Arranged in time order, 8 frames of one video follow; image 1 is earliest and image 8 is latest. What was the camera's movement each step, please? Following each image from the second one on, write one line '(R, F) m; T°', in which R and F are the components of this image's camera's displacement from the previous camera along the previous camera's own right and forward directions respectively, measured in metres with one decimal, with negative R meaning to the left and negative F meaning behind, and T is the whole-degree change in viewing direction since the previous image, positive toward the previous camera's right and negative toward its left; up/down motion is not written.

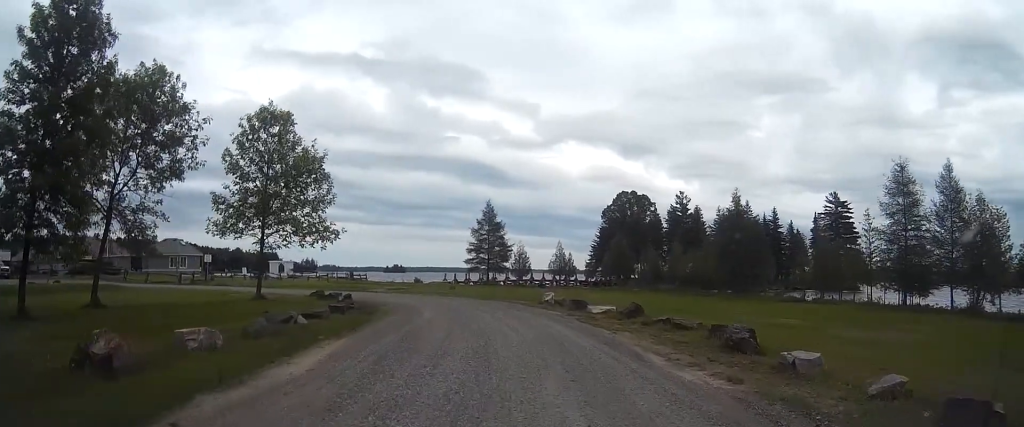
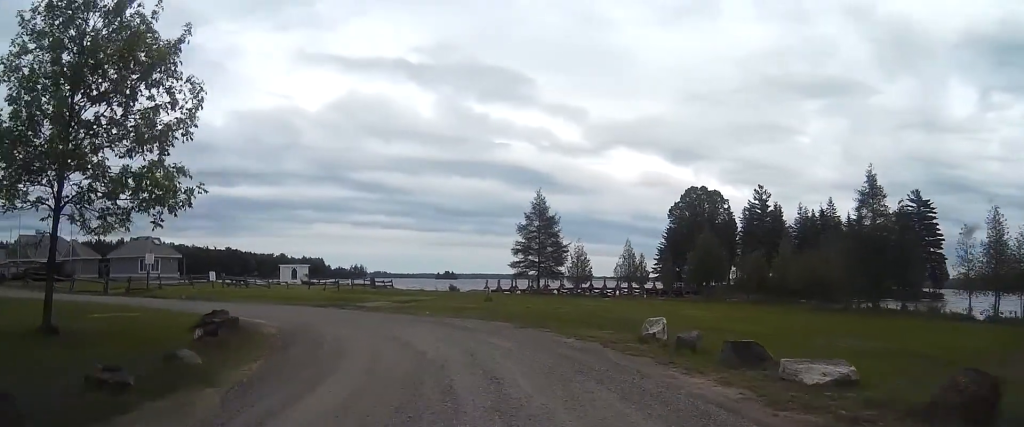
(-0.3, +17.5) m; -3°
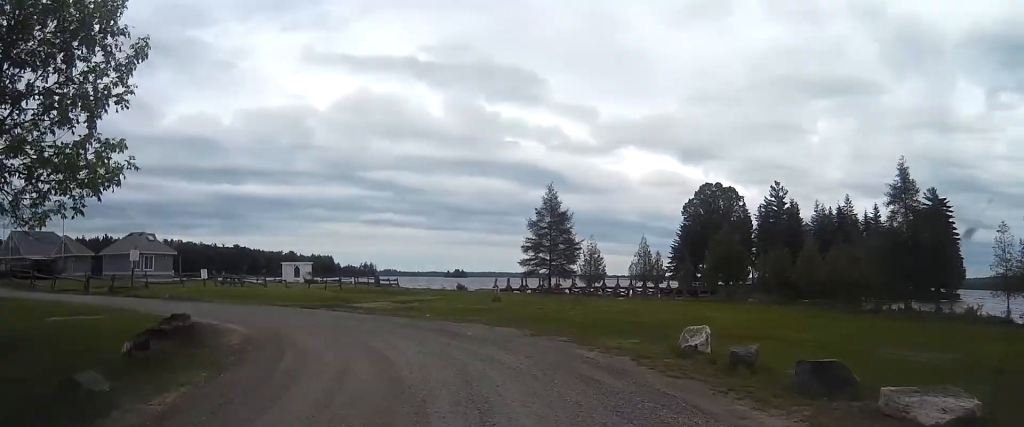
(0.0, +3.1) m; -1°
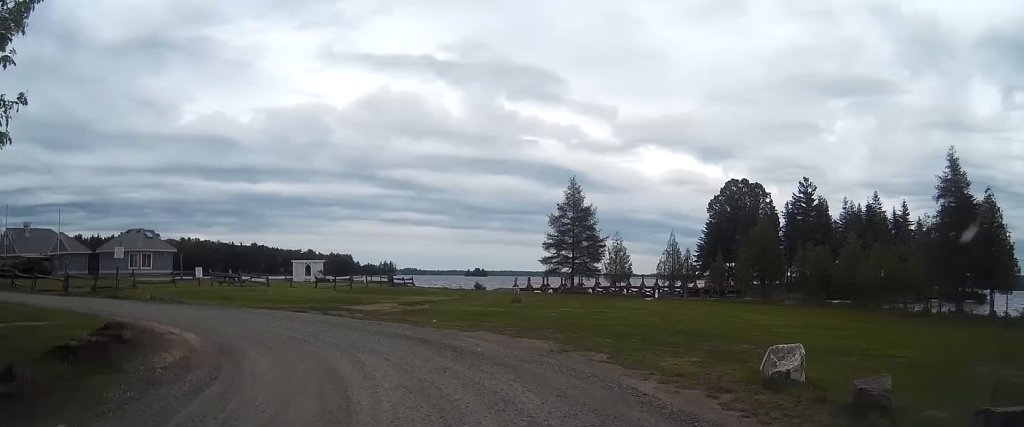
(0.0, +3.8) m; -1°
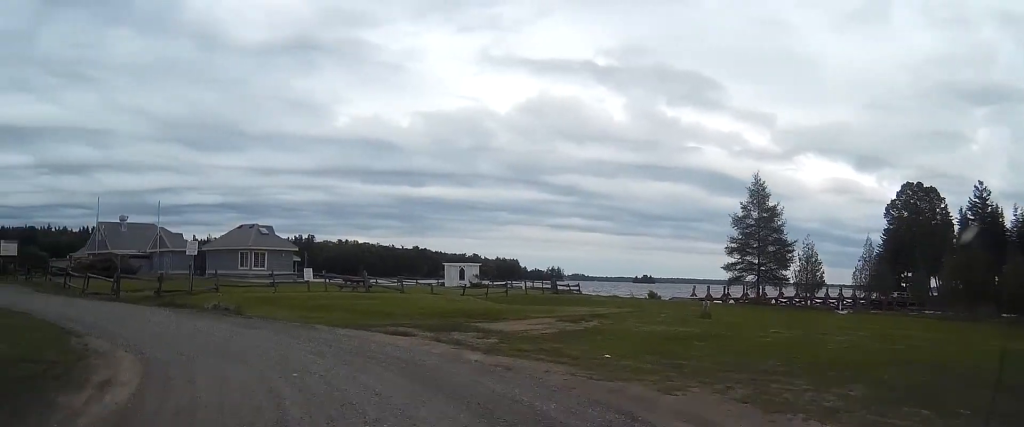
(-0.6, +9.1) m; -13°
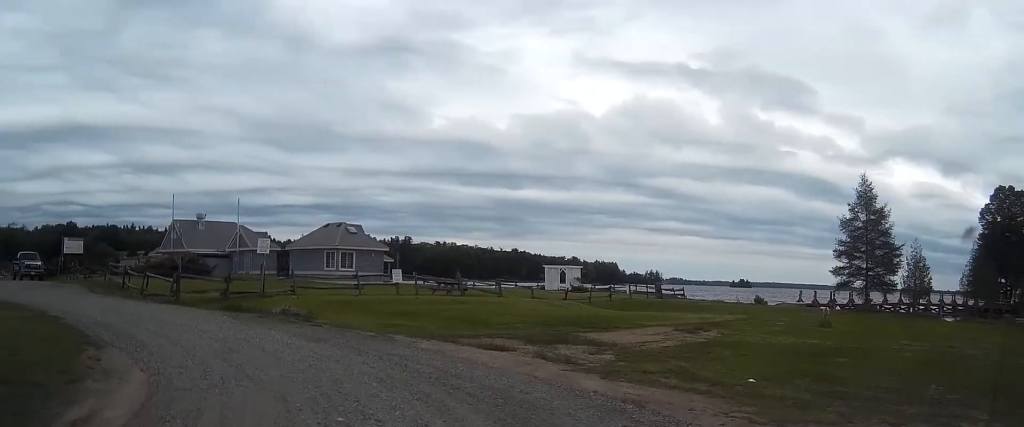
(-0.2, +3.0) m; -9°
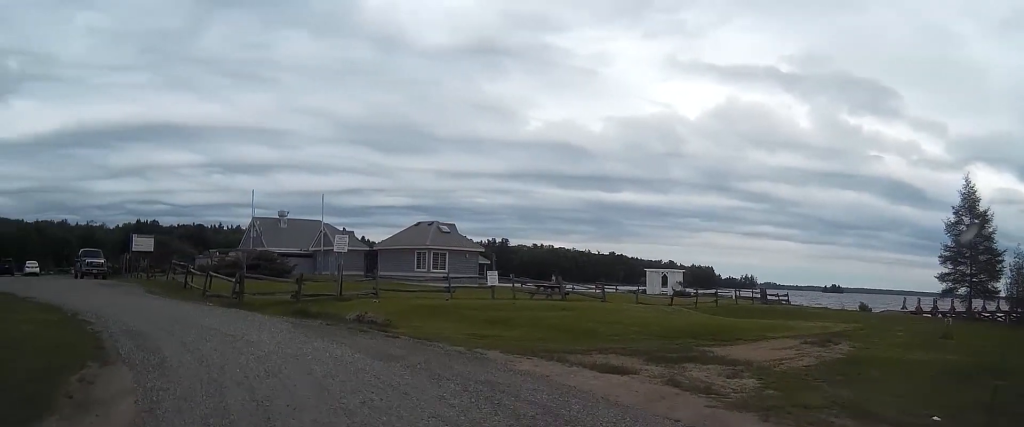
(-0.3, +3.1) m; -10°
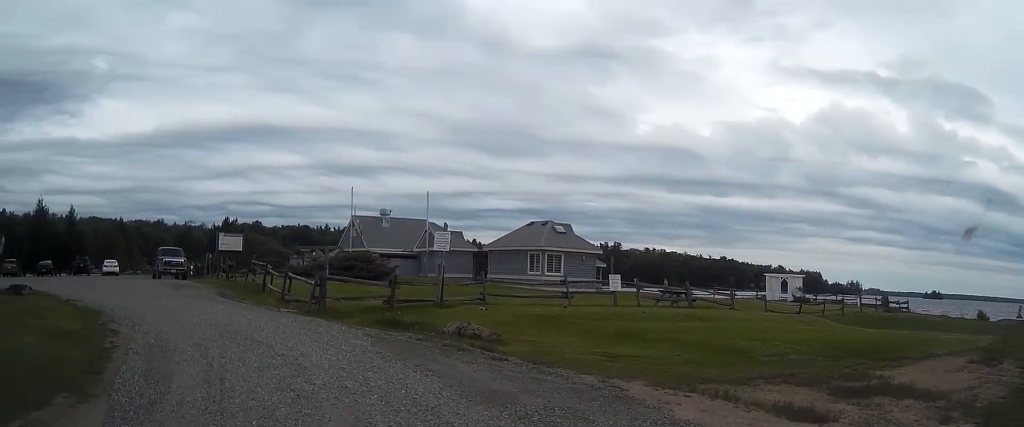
(-0.4, +3.6) m; -7°
